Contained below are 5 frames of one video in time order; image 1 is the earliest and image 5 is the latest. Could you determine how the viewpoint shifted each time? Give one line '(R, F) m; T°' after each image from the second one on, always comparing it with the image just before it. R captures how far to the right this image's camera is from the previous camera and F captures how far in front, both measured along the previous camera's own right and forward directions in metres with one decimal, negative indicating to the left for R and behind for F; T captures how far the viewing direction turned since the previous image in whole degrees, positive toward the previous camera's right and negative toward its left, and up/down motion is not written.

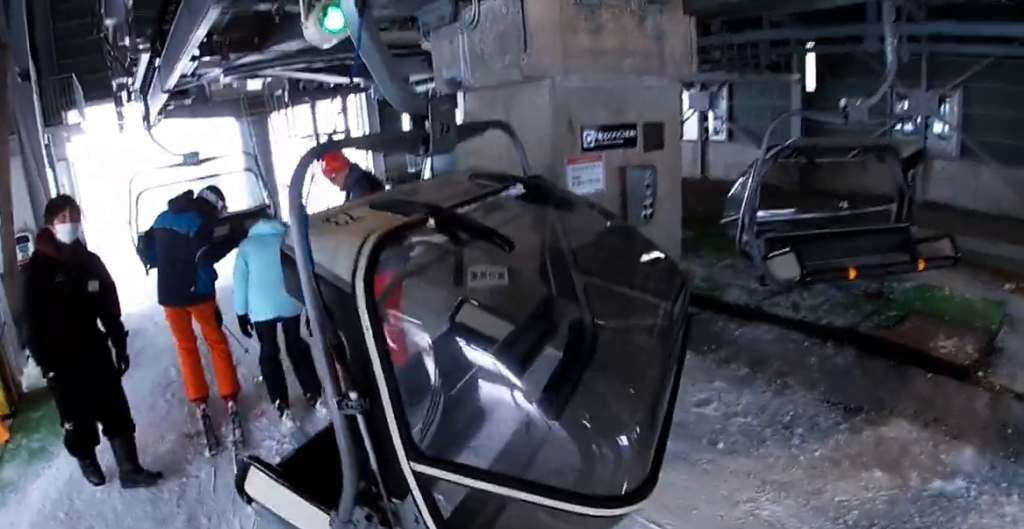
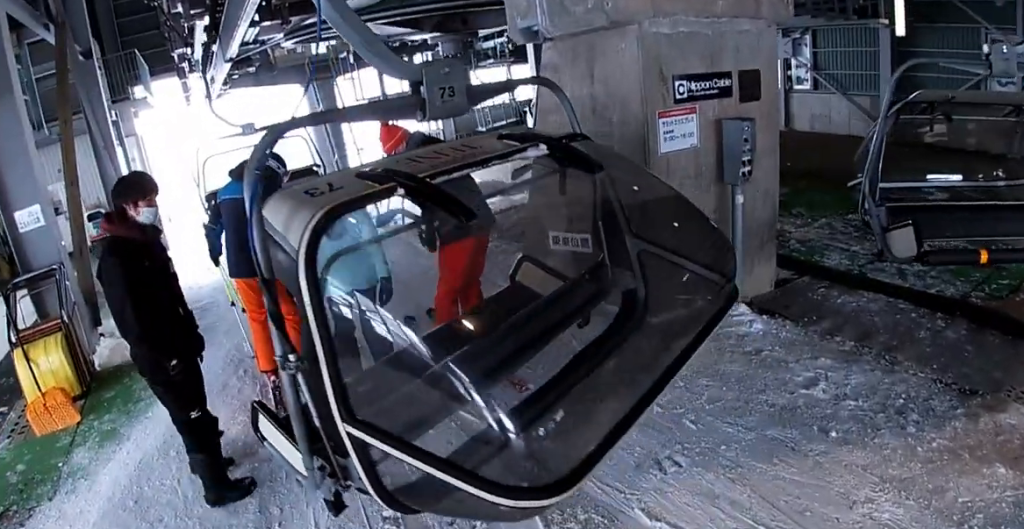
(-0.3, +3.8) m; -5°
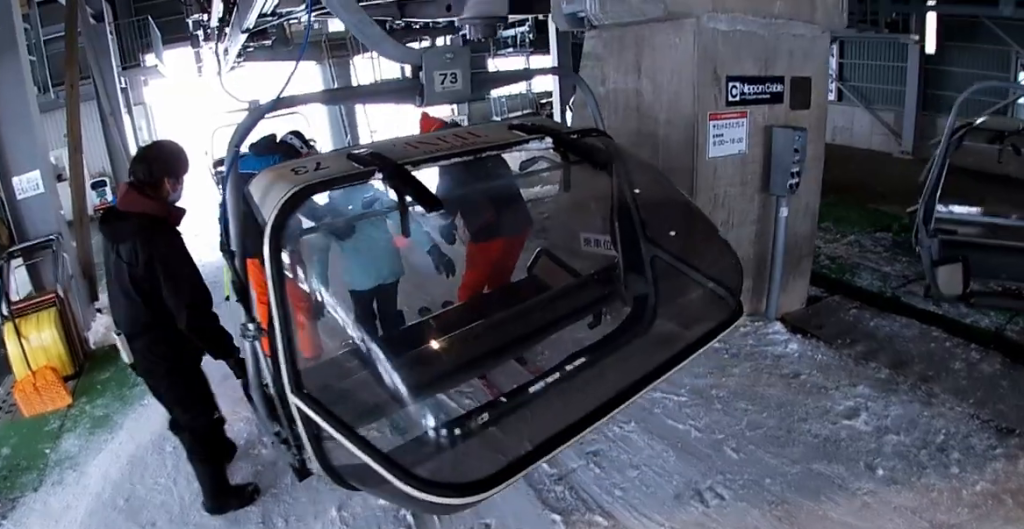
(0.0, +3.0) m; 0°
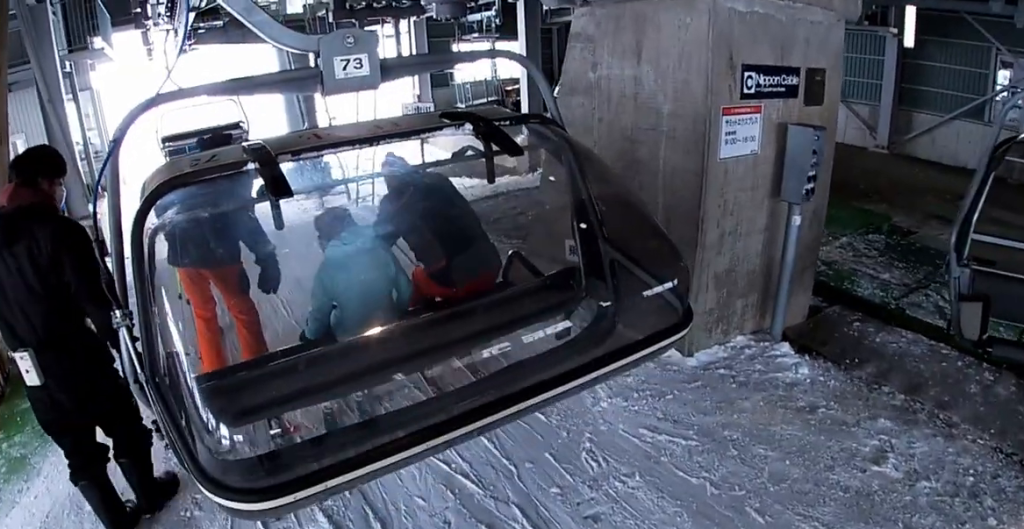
(0.0, +5.1) m; 0°
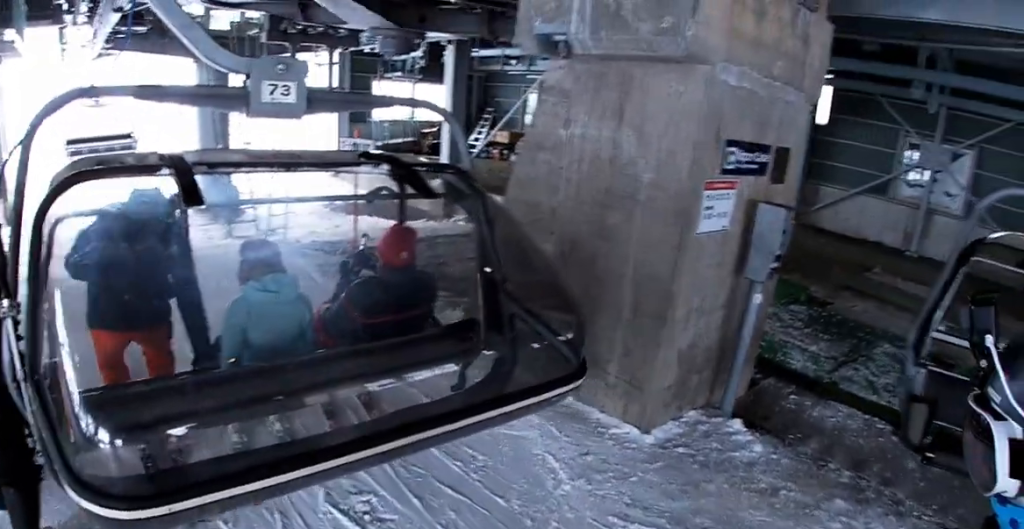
(0.0, +4.0) m; 0°
